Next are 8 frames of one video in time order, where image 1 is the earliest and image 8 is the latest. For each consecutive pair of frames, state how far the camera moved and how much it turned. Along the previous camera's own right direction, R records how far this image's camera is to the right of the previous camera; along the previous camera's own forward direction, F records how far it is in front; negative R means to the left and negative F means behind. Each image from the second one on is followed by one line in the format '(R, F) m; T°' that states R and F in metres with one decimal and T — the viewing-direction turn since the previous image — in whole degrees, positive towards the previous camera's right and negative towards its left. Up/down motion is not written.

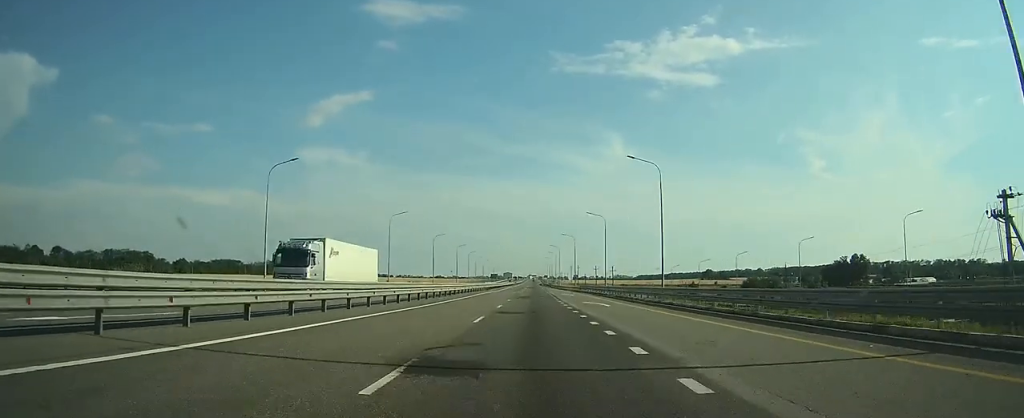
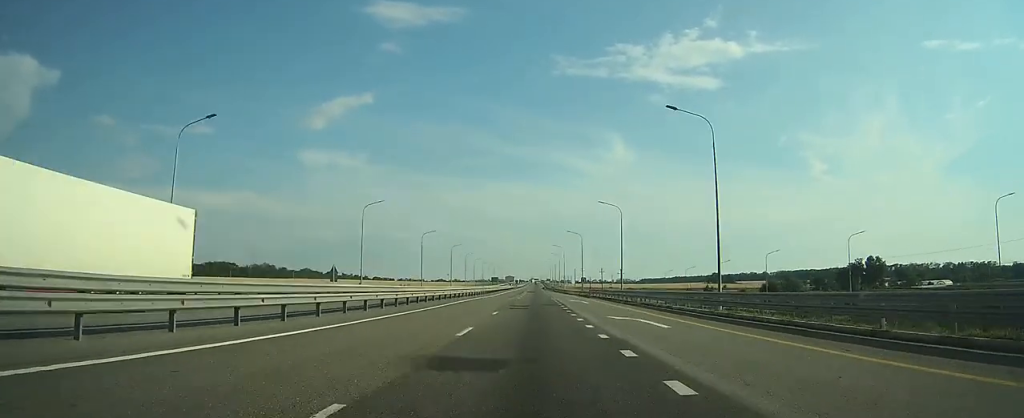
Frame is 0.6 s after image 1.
(+0.1, +15.7) m; 0°
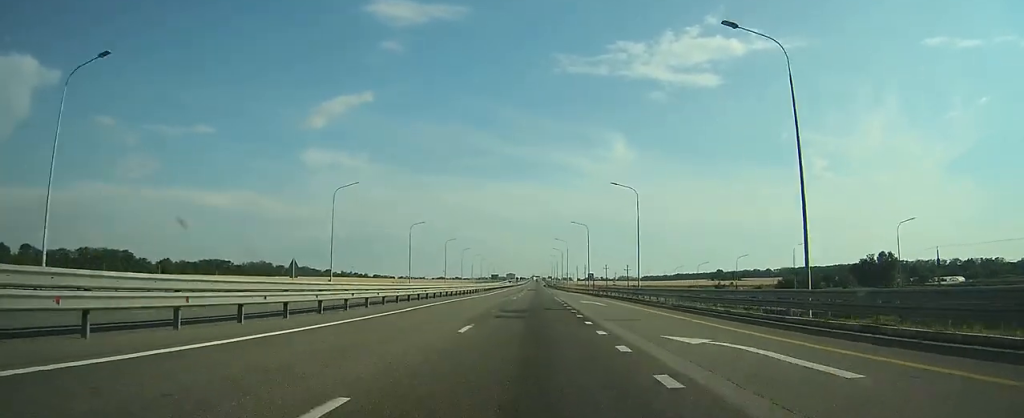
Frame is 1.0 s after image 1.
(0.0, +11.9) m; 0°
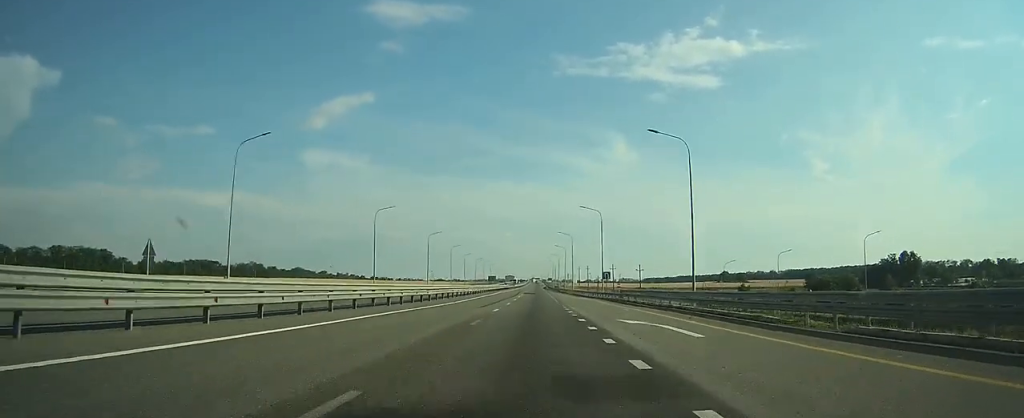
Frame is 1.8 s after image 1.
(0.0, +22.8) m; 0°
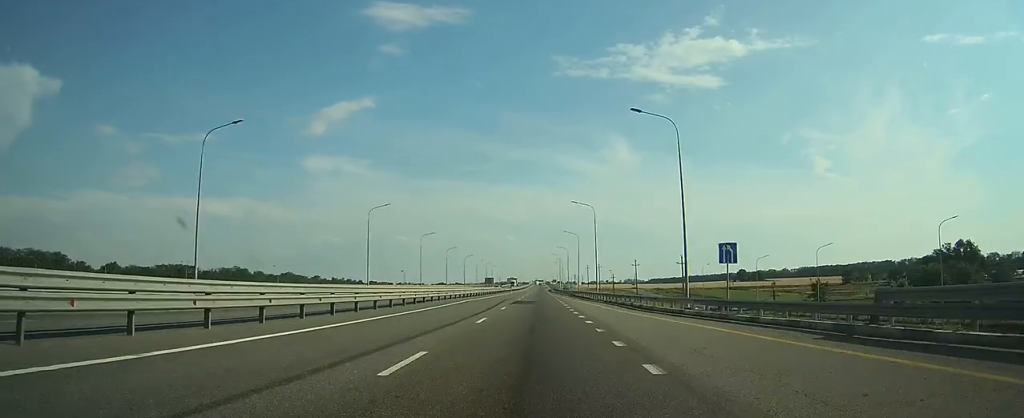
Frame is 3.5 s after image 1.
(-0.2, +45.2) m; 0°
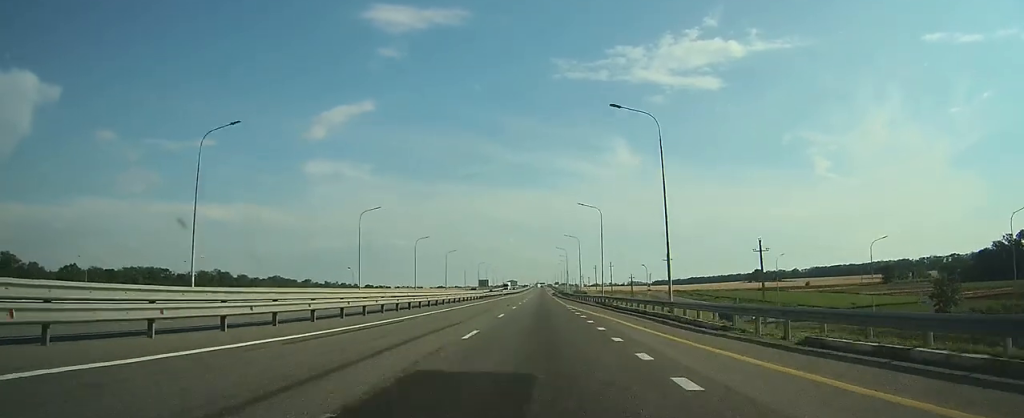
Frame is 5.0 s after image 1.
(+0.1, +41.6) m; 0°
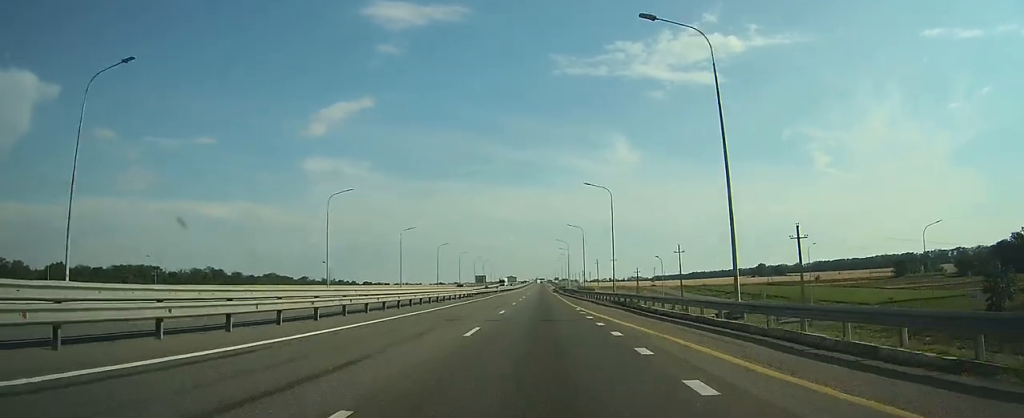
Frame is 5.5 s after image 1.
(0.0, +11.8) m; 0°
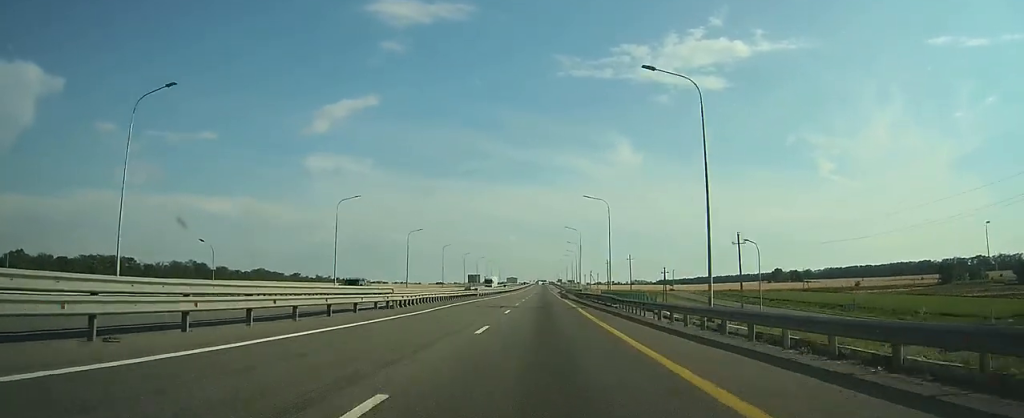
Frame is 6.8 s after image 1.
(+0.1, +35.2) m; 0°
